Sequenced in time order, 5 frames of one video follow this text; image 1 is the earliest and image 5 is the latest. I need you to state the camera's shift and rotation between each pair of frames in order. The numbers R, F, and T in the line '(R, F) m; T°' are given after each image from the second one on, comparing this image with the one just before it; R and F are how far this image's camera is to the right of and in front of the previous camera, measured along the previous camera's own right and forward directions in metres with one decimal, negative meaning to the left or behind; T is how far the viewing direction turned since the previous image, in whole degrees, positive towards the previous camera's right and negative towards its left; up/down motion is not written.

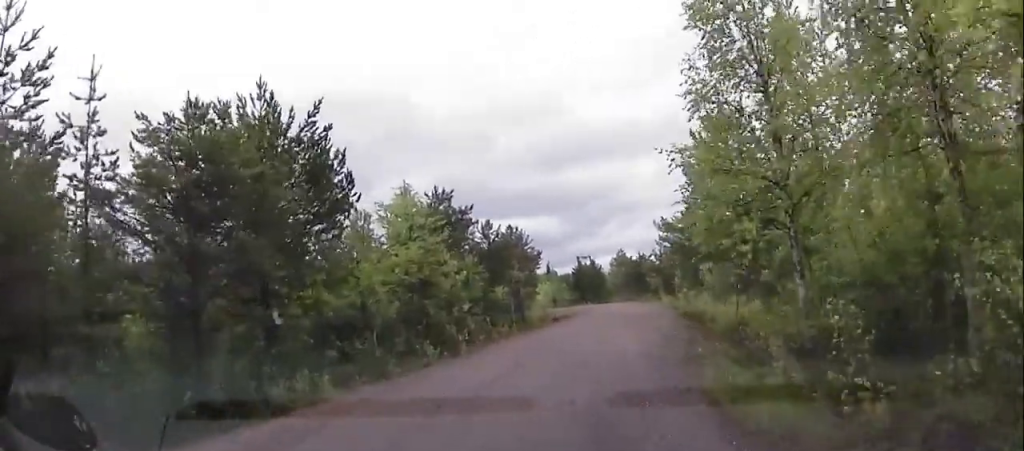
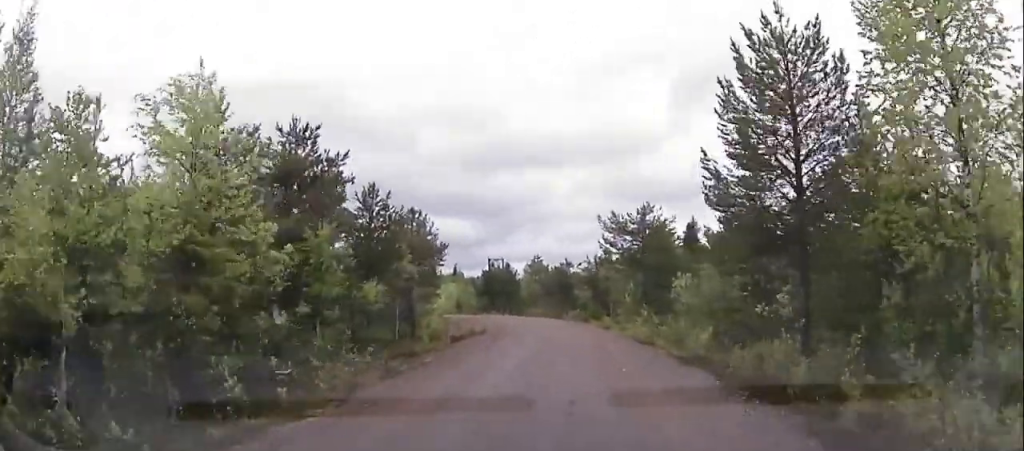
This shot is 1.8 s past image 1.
(+0.6, +12.1) m; +5°
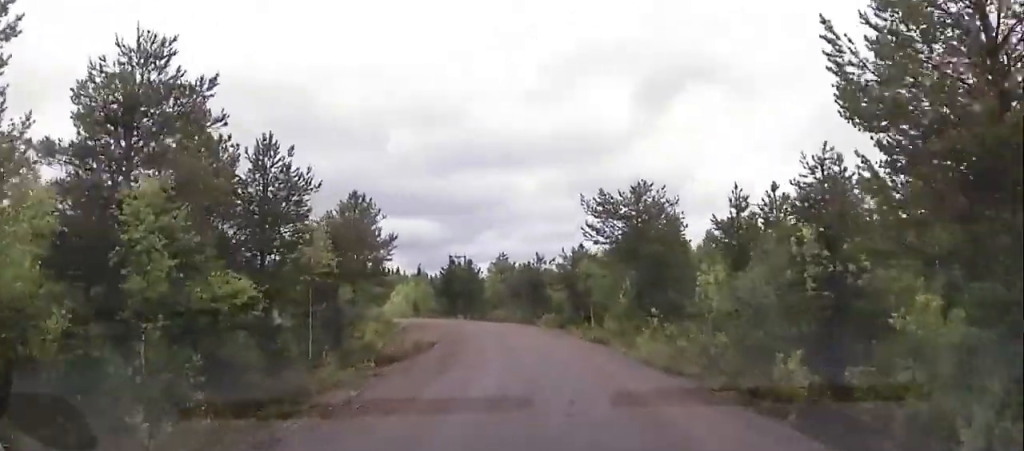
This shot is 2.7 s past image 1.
(+0.1, +7.6) m; +3°
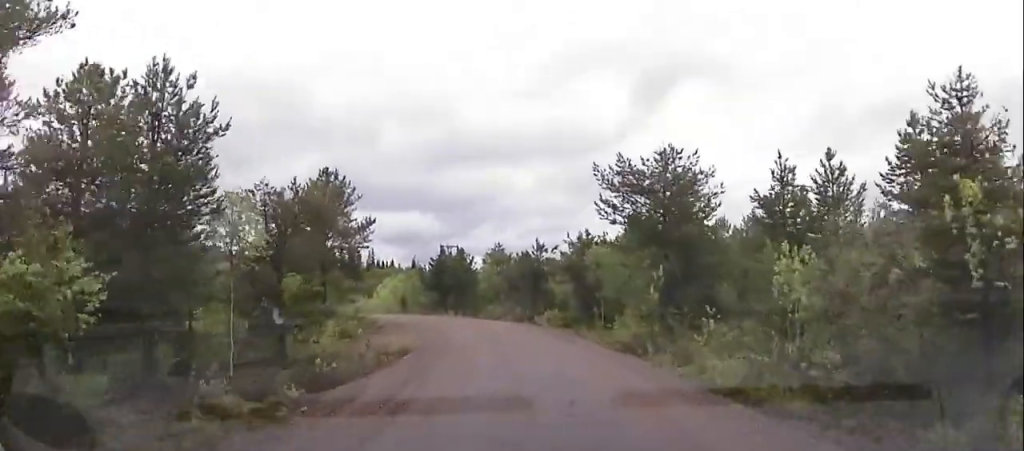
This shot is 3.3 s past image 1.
(+0.3, +5.3) m; 0°
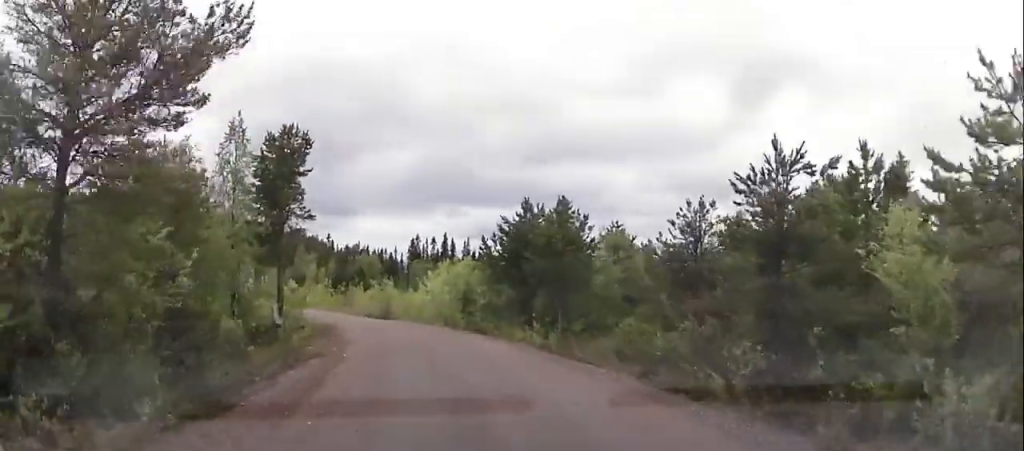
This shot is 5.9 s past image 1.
(-2.3, +24.5) m; -12°
